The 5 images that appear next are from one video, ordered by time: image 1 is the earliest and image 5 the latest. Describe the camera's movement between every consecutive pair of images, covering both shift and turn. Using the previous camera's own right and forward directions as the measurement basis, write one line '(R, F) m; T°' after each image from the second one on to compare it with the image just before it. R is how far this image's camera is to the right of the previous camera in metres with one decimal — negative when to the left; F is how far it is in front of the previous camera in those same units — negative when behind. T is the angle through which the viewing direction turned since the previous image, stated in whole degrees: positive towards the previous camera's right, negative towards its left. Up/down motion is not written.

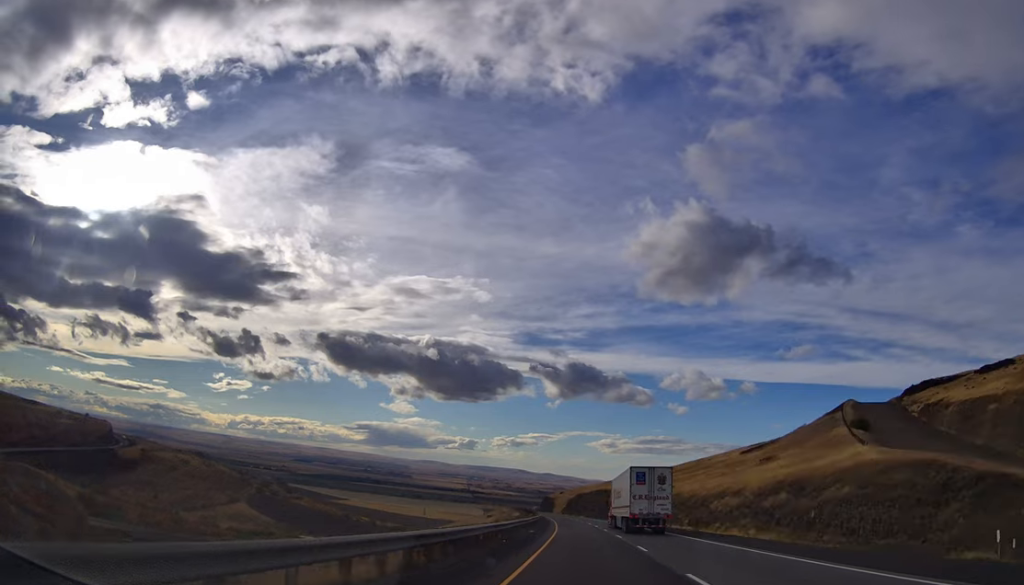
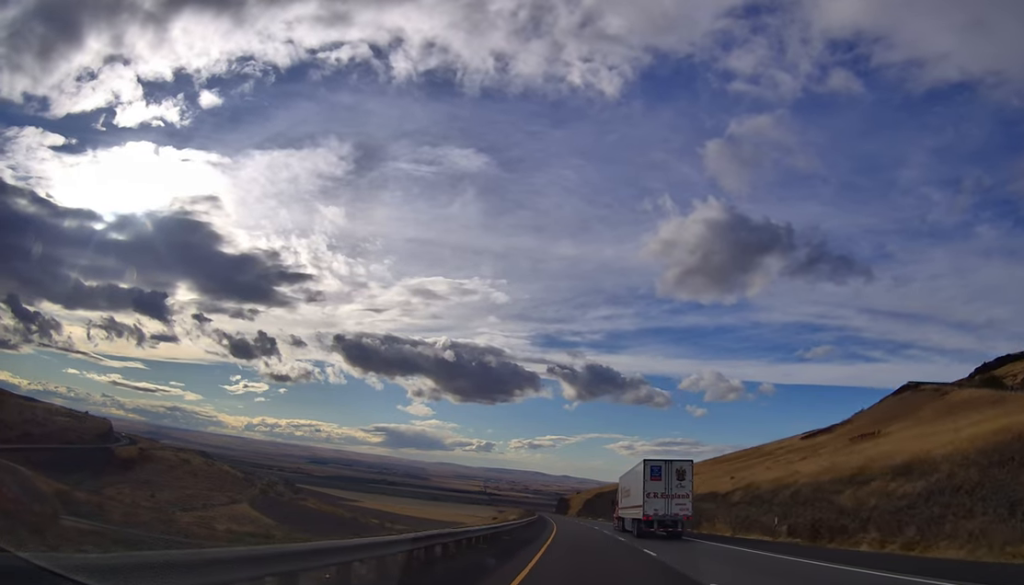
(-1.0, +38.5) m; -2°
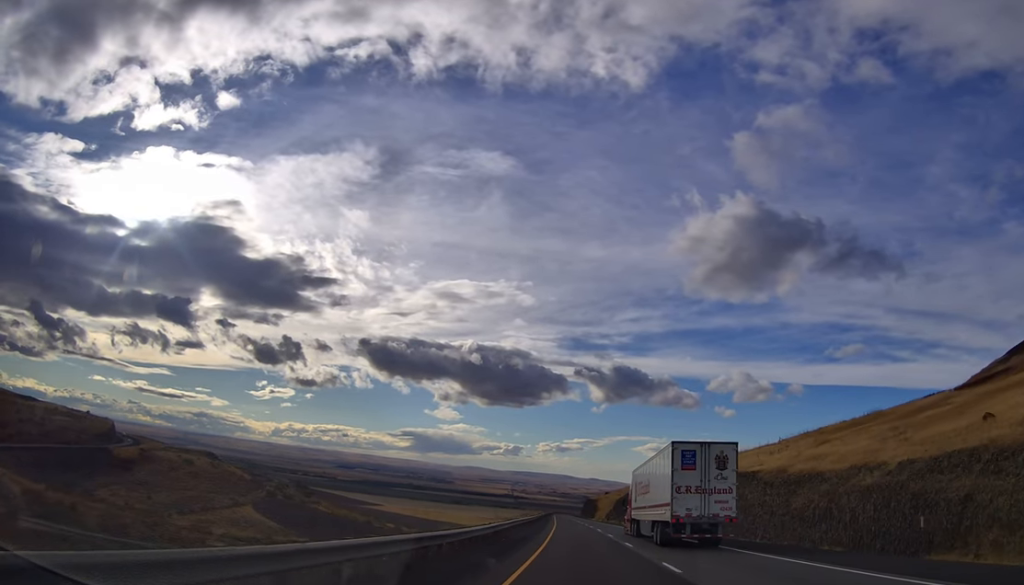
(-0.4, +55.4) m; -1°
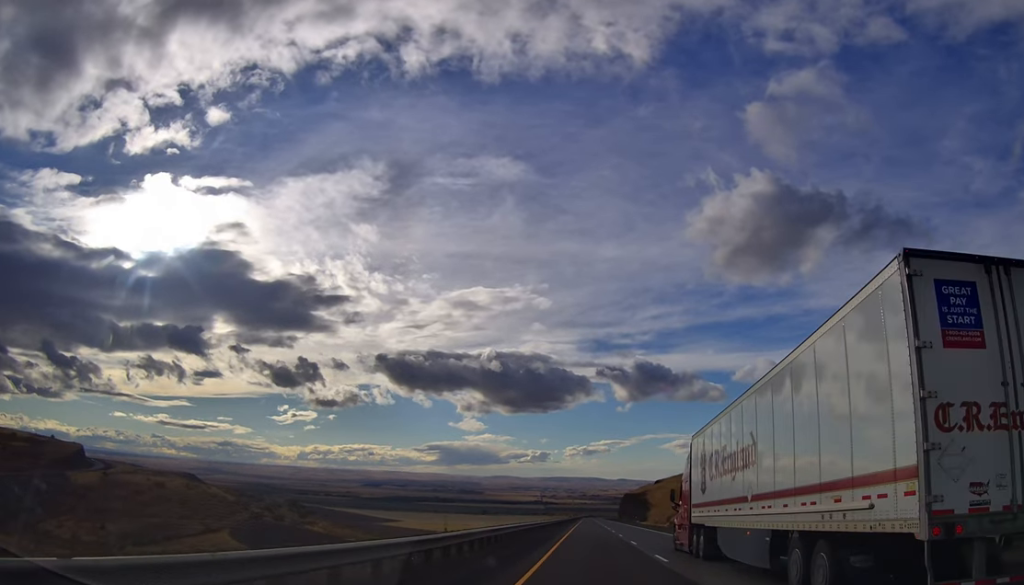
(-6.1, +118.6) m; -4°
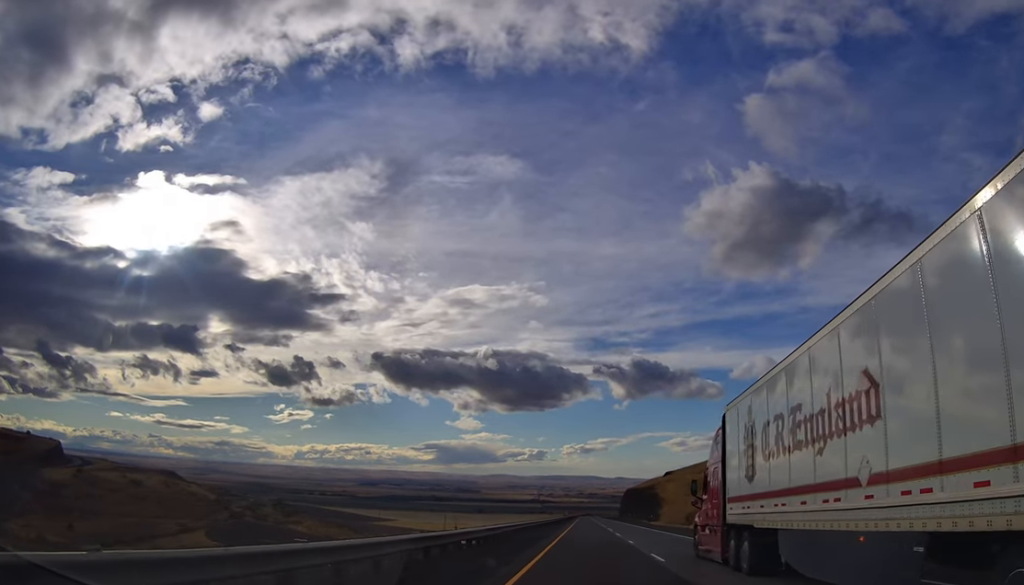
(-0.5, +37.8) m; -1°
